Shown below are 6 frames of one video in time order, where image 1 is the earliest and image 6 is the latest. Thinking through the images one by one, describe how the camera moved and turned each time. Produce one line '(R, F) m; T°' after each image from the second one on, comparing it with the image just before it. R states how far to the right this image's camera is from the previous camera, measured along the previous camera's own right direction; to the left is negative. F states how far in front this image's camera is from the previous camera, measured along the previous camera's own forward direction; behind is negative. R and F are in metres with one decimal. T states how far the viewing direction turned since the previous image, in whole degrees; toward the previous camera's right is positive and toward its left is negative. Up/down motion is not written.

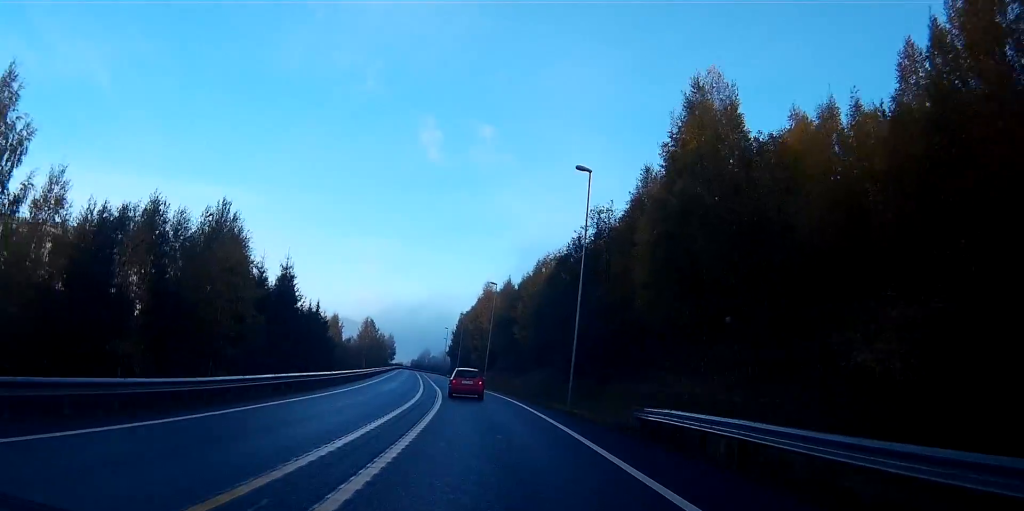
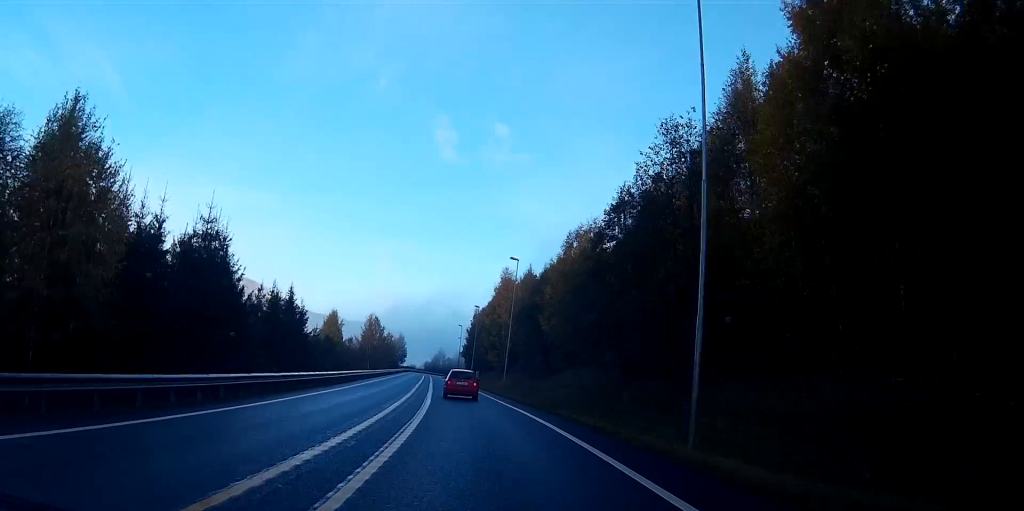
(-0.5, +18.4) m; -3°
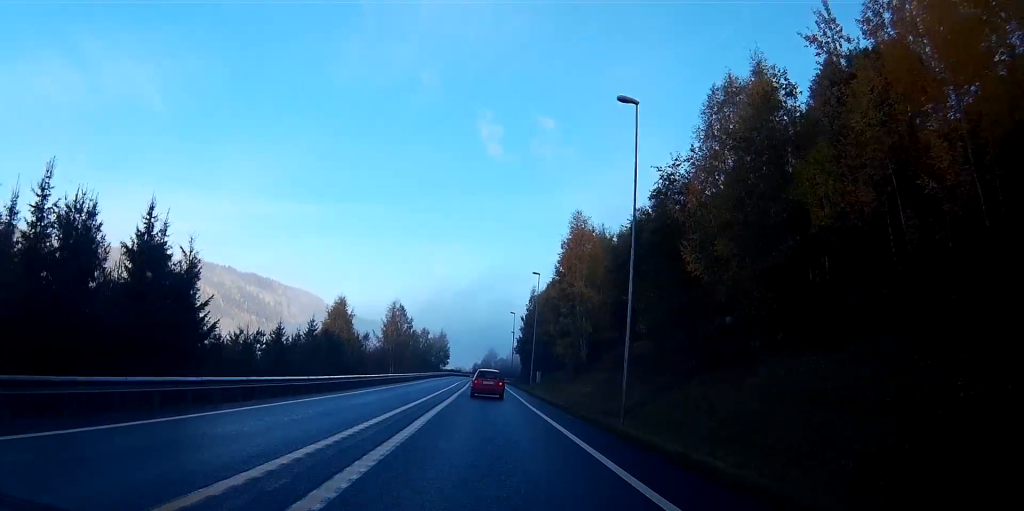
(-1.4, +37.0) m; -4°
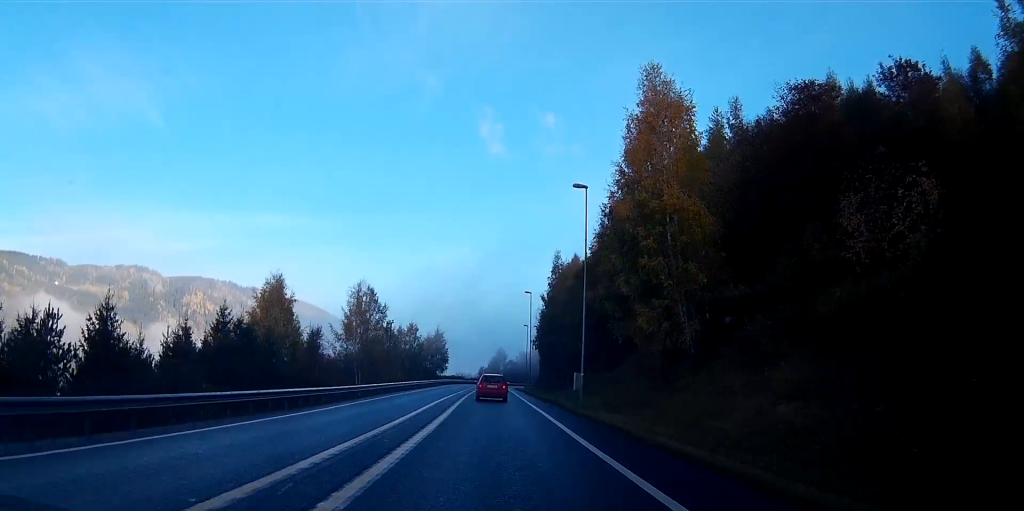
(-0.5, +34.6) m; -1°
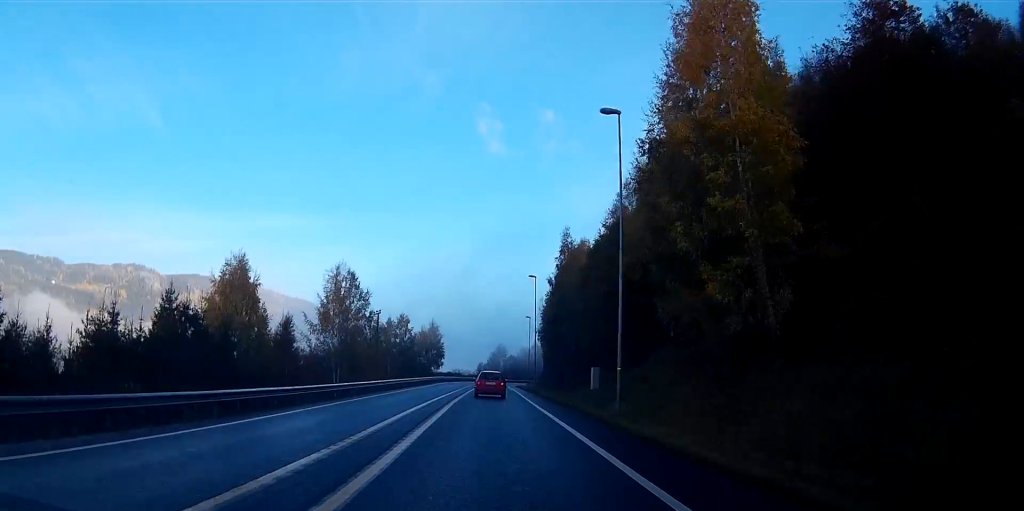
(0.0, +10.9) m; 0°
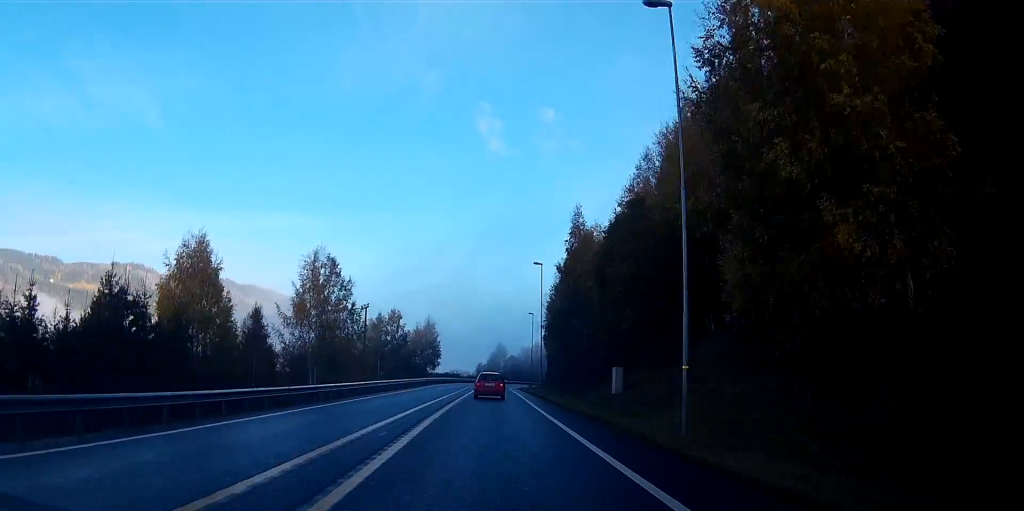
(0.0, +9.0) m; 0°
